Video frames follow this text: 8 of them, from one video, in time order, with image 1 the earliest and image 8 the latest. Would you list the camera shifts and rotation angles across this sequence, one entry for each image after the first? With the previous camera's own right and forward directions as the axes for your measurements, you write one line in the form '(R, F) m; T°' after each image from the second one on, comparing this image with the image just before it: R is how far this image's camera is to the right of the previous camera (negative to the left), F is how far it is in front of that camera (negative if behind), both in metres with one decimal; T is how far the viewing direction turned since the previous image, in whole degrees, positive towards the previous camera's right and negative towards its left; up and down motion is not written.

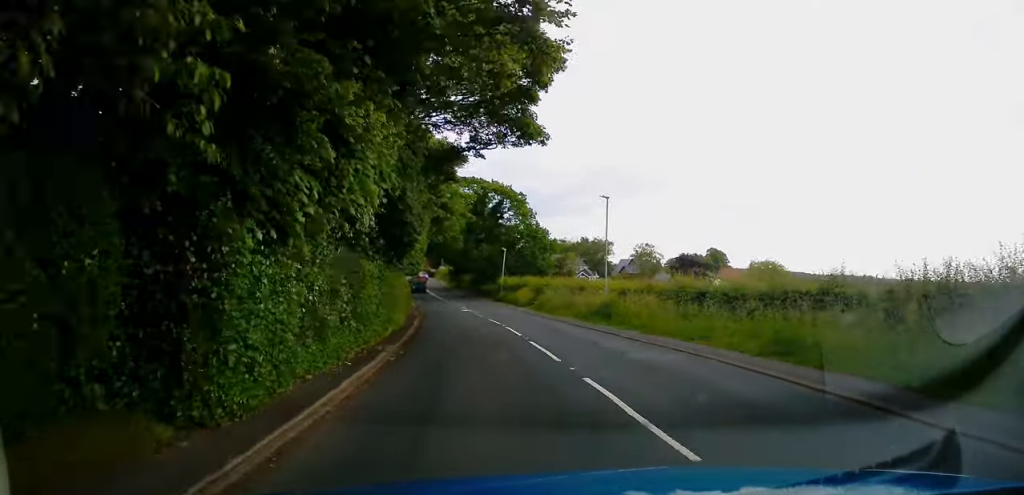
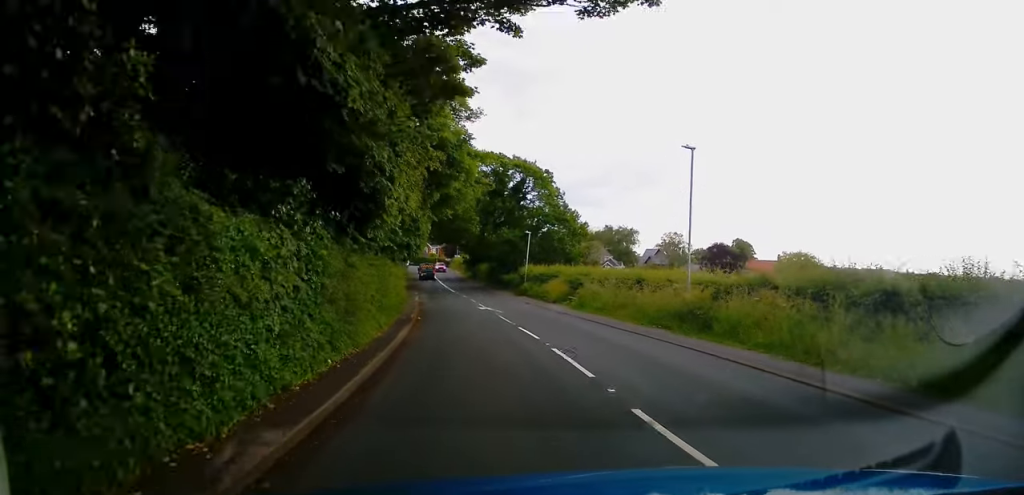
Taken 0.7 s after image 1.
(-0.1, +9.8) m; -2°
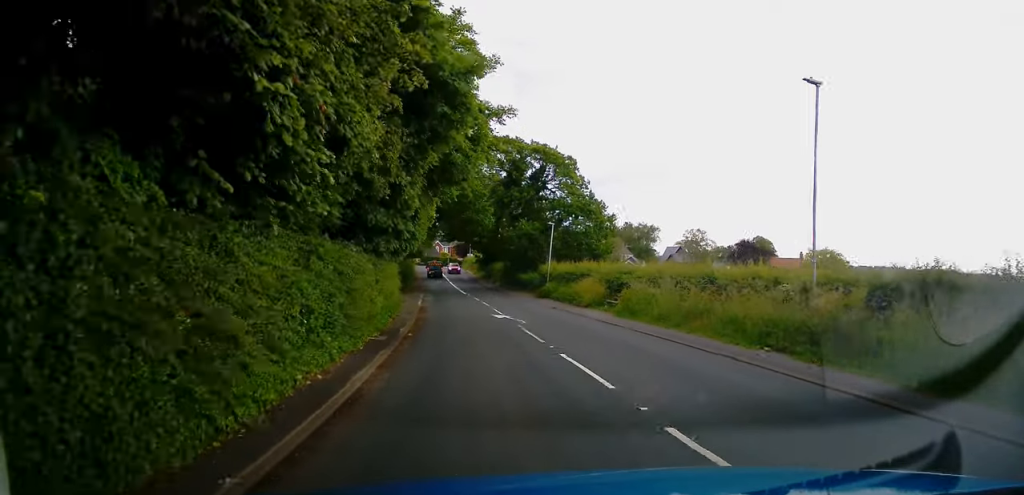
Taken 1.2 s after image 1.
(-0.1, +7.1) m; -1°
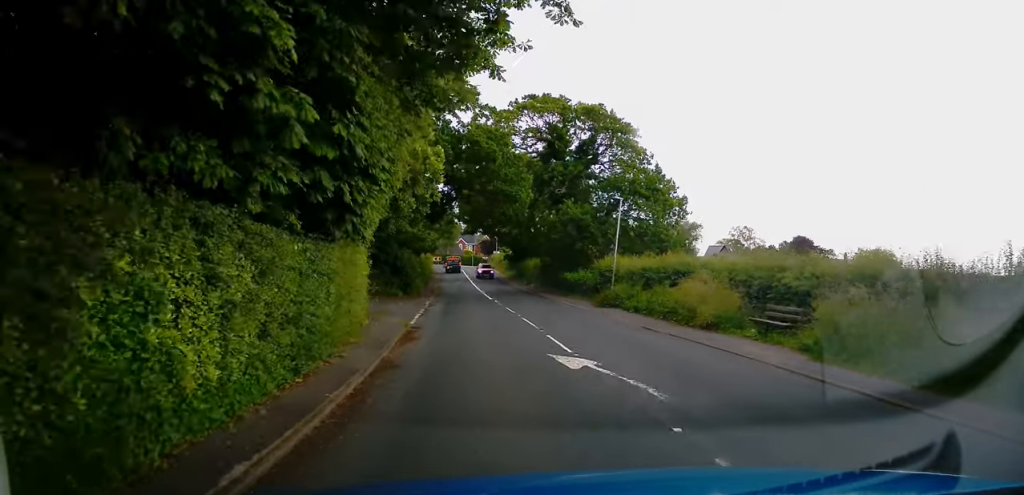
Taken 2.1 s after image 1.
(-0.3, +13.2) m; -2°
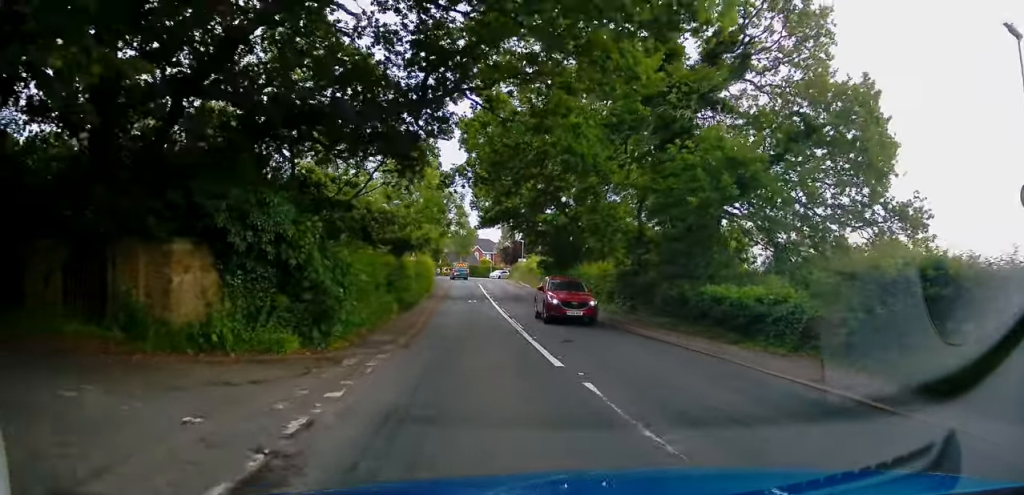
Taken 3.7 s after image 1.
(-0.4, +22.3) m; -3°
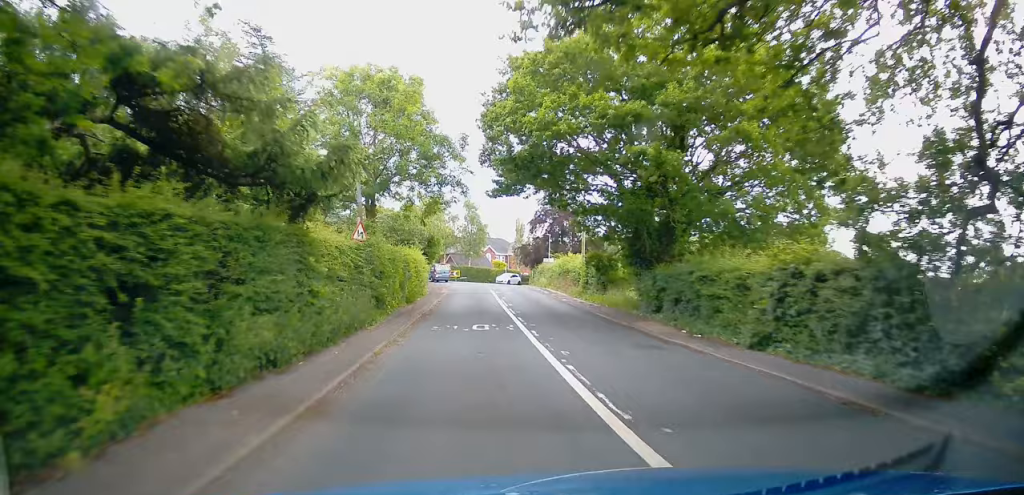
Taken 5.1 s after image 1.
(-0.4, +19.3) m; -1°
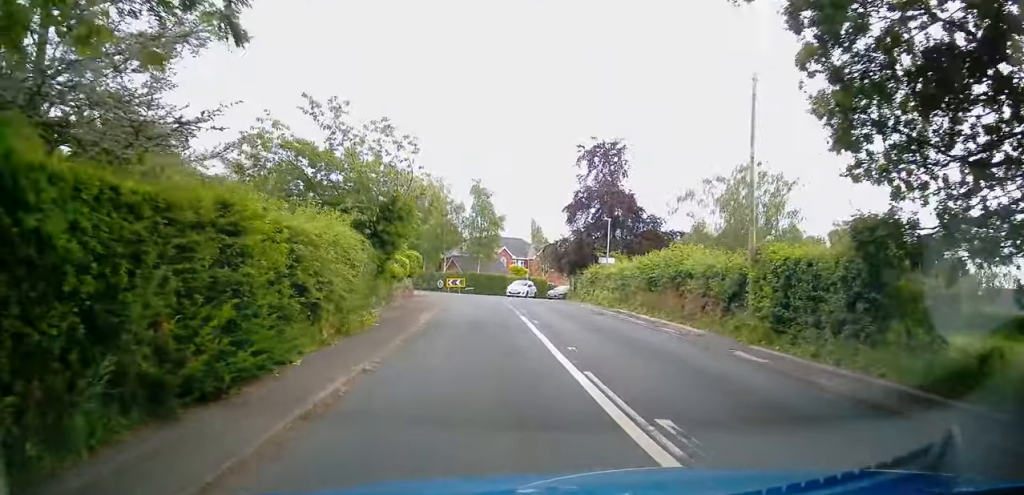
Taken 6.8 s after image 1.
(+0.2, +23.4) m; +1°
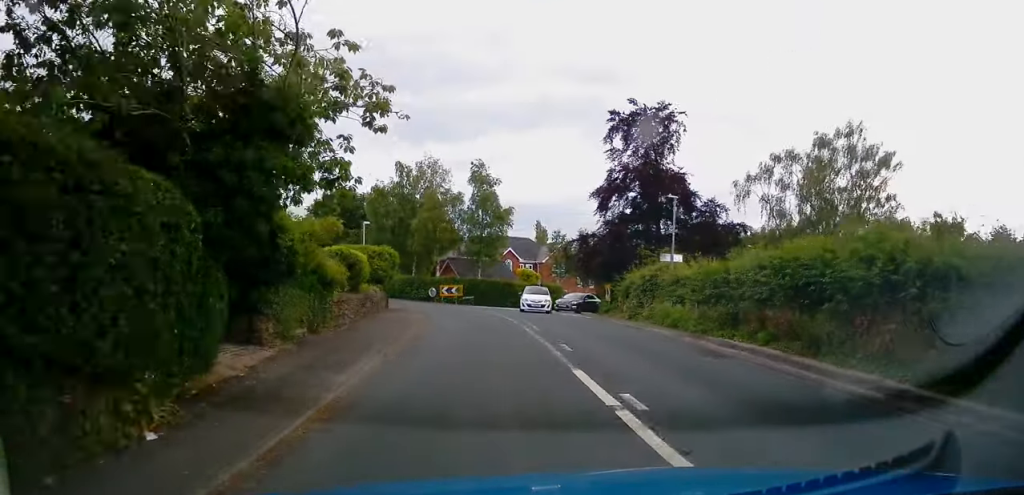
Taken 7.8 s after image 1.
(-0.2, +12.8) m; -2°
